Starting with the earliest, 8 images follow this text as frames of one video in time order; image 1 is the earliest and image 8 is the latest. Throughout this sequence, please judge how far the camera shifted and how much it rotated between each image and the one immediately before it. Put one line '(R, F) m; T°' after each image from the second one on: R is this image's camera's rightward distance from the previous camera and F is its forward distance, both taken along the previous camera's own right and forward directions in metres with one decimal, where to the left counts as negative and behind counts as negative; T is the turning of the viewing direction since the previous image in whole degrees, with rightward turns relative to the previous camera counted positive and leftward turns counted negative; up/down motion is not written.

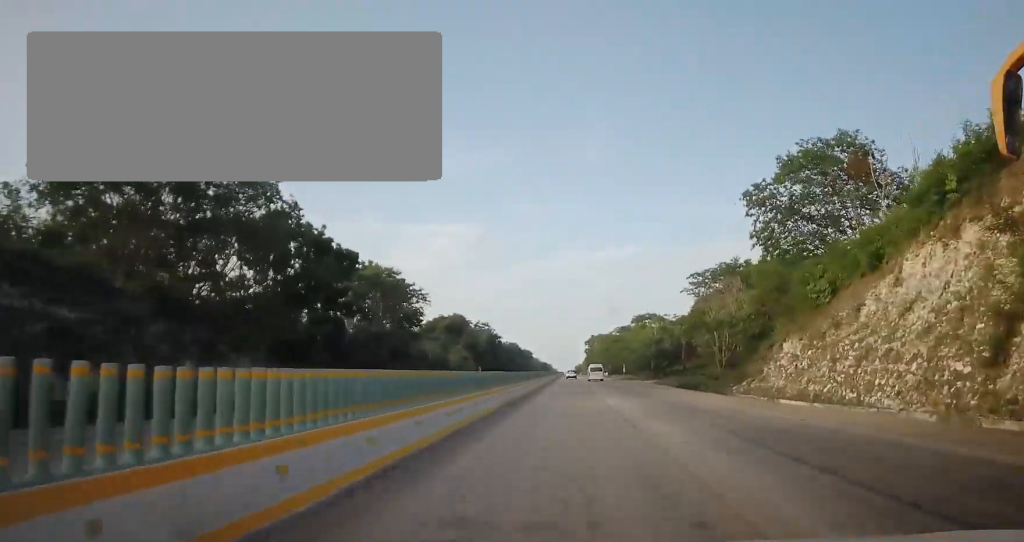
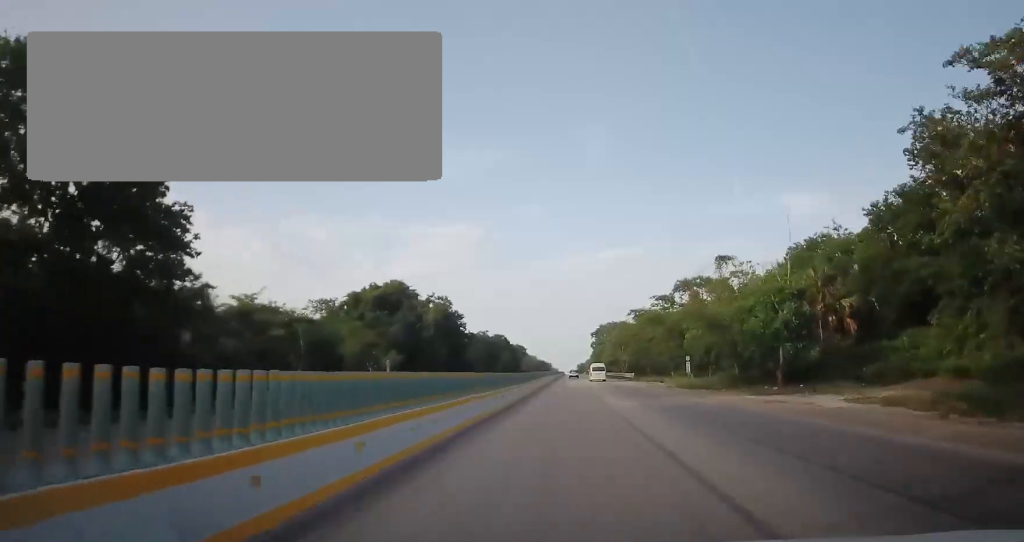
(+0.3, +50.5) m; 0°
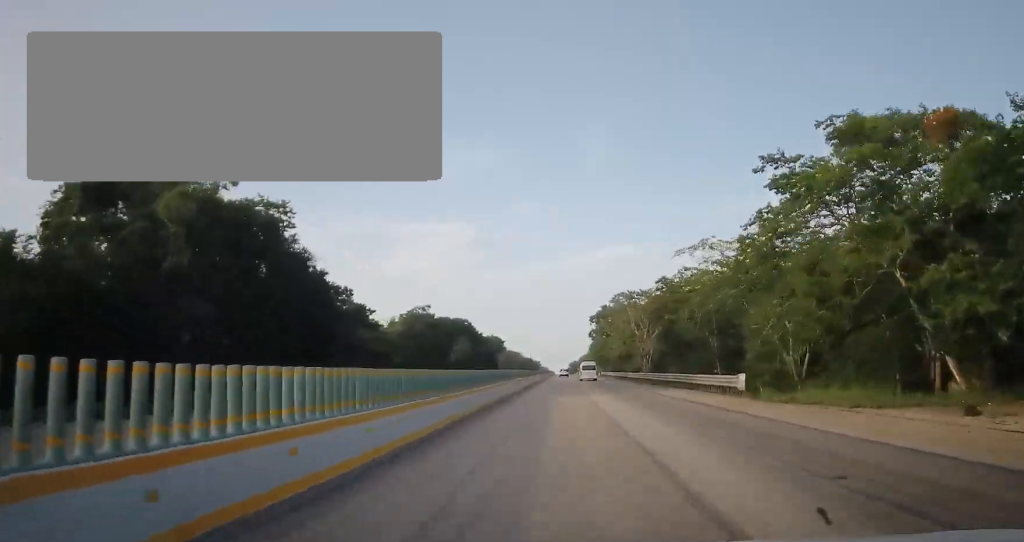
(-0.4, +52.9) m; 0°
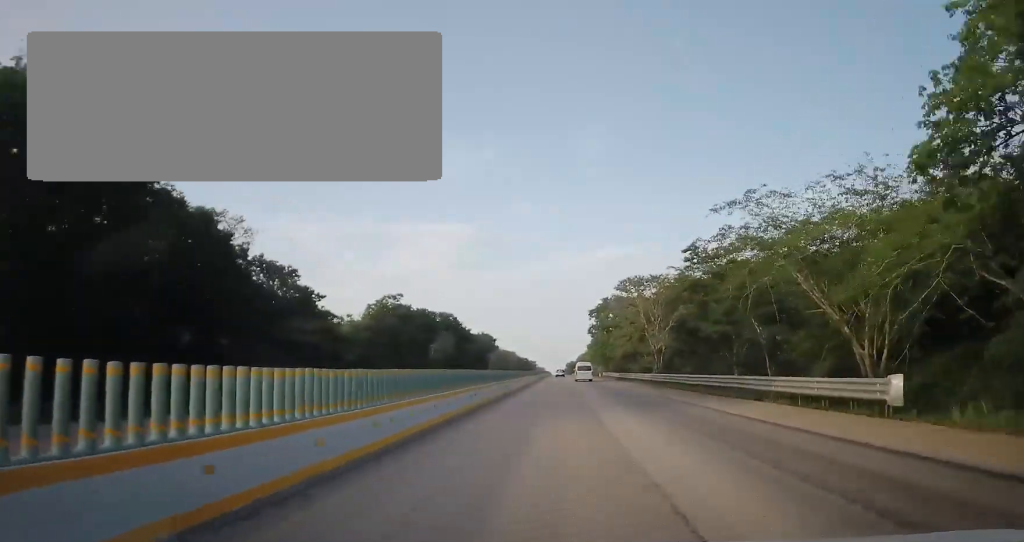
(+0.1, +13.8) m; 0°
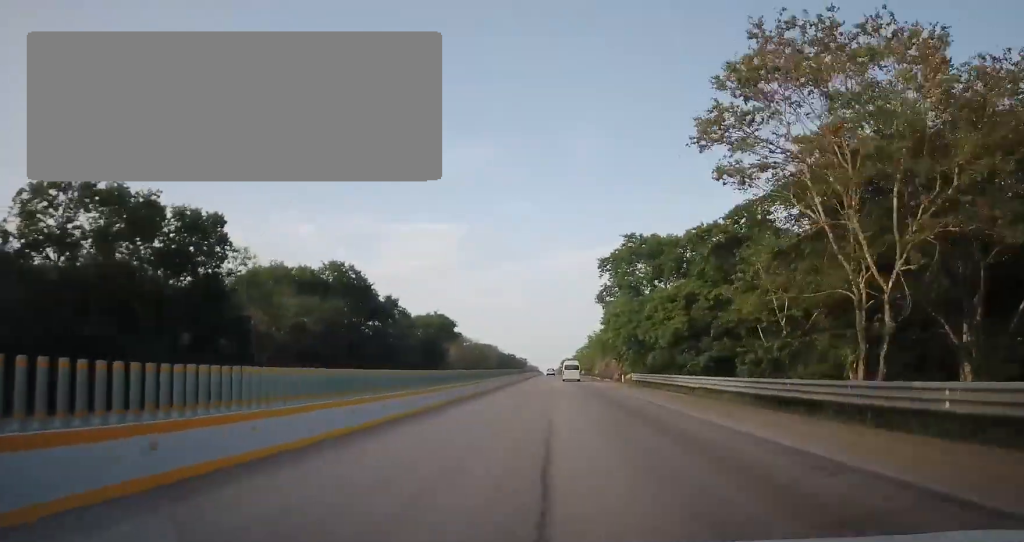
(+0.6, +53.8) m; +1°
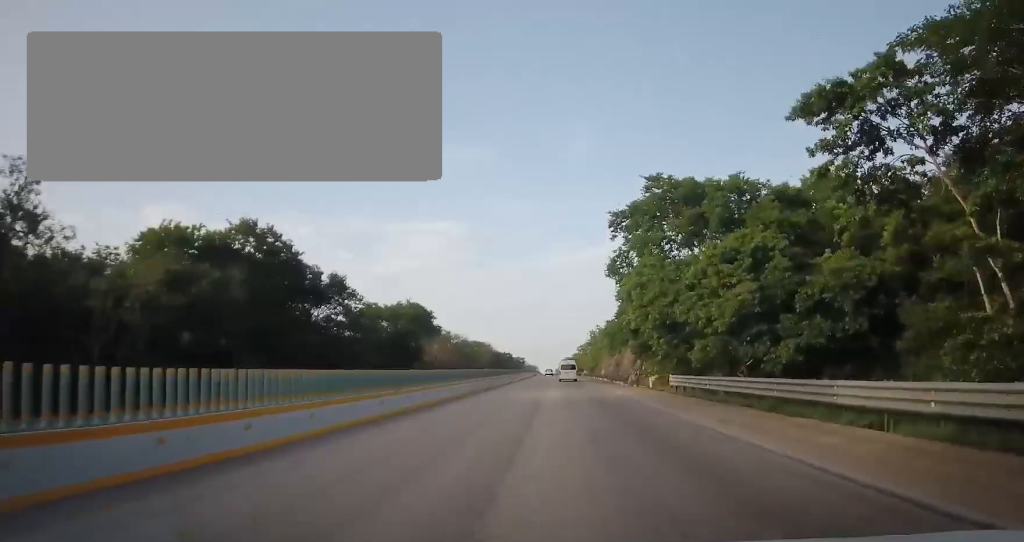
(+0.2, +19.3) m; 0°
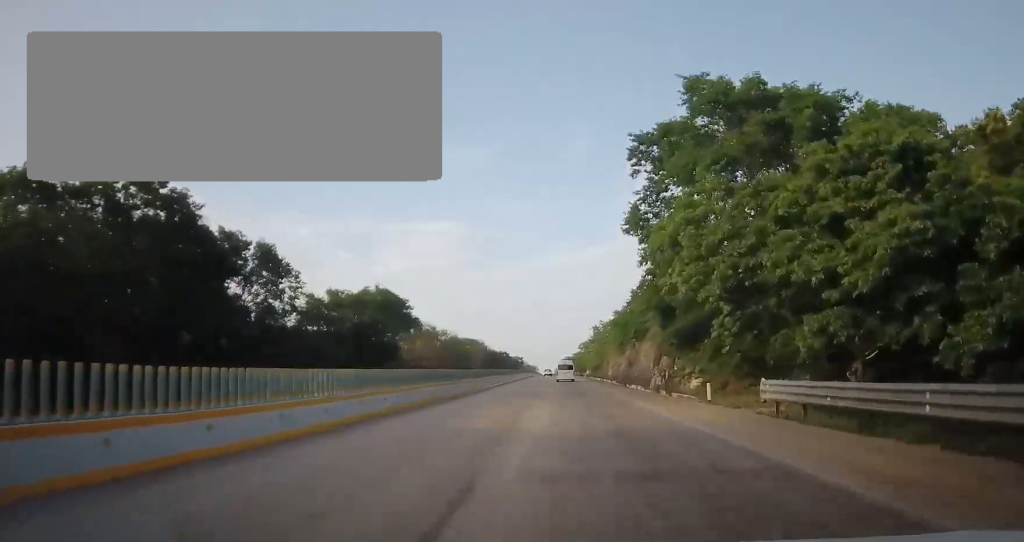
(0.0, +15.7) m; 0°
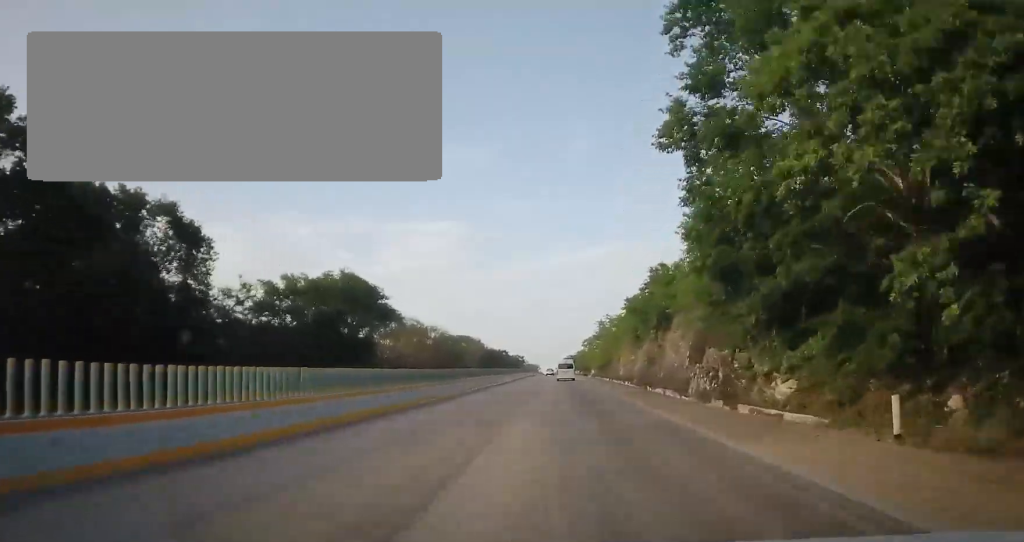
(+0.1, +13.2) m; 0°
